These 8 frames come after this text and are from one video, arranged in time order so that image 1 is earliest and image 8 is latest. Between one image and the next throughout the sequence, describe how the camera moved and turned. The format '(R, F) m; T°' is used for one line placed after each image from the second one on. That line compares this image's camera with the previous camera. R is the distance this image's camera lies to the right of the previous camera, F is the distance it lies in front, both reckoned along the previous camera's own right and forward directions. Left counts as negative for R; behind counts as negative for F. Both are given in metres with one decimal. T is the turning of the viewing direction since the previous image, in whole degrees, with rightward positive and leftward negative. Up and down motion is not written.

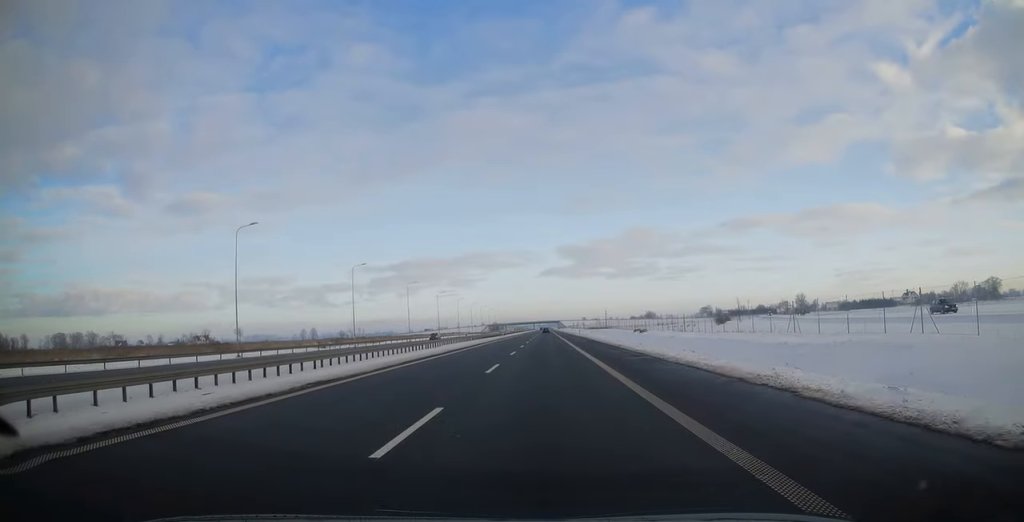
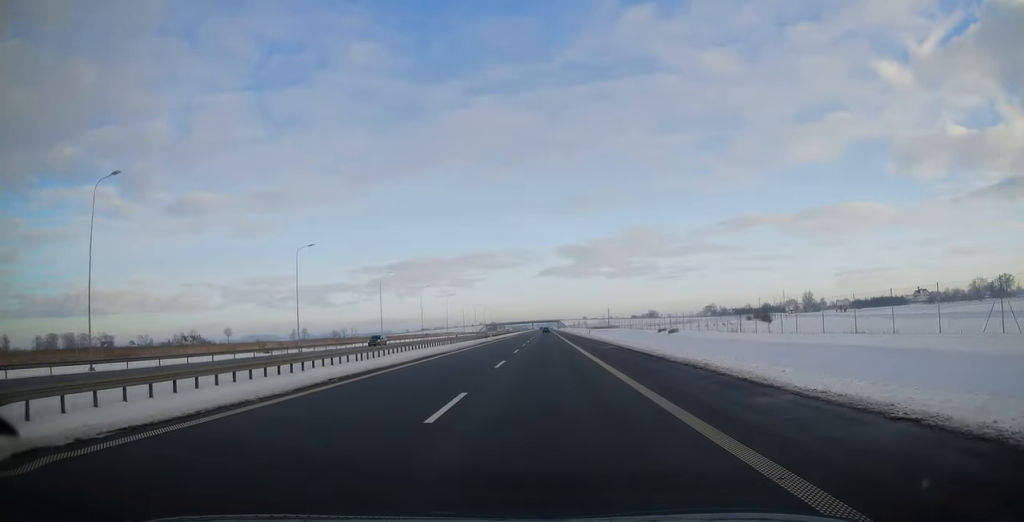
(-0.1, +21.3) m; 0°
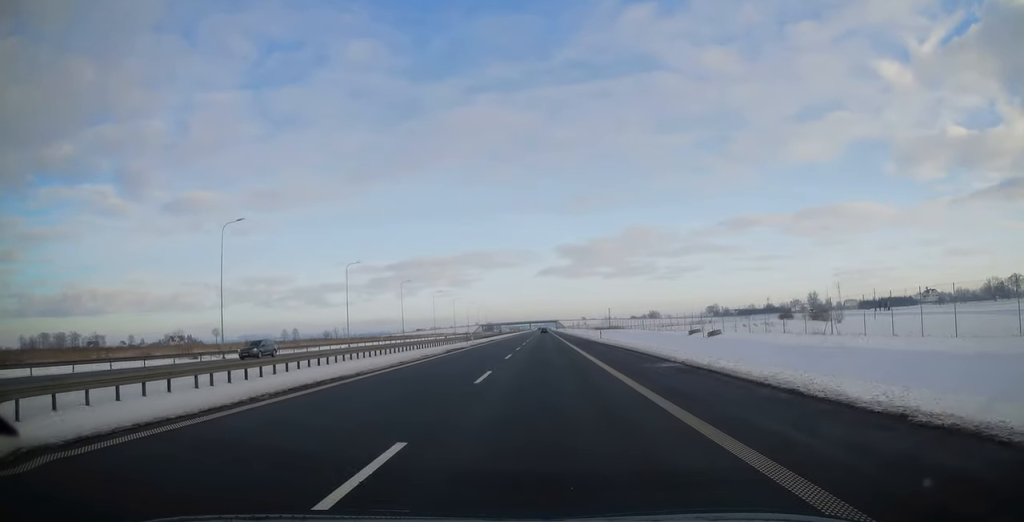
(-0.1, +17.6) m; 0°
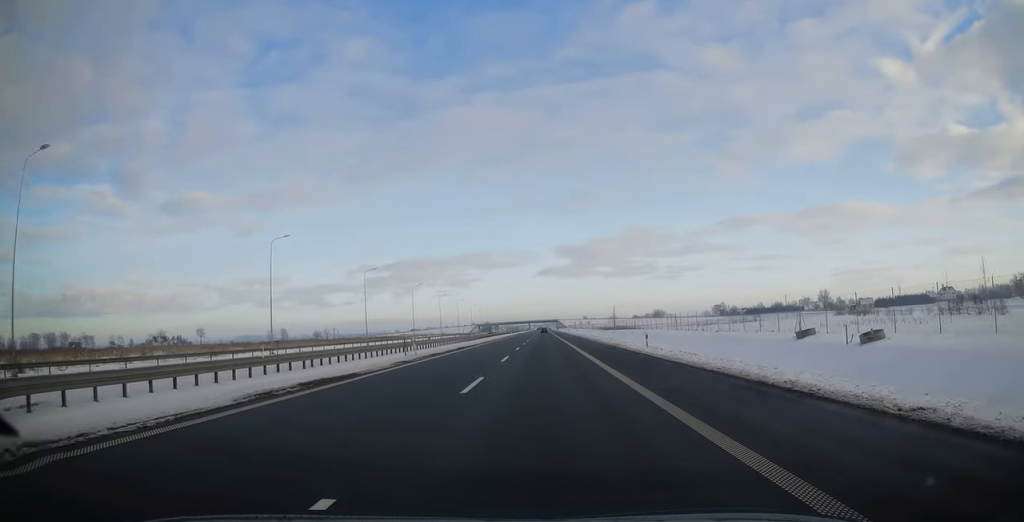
(0.0, +26.1) m; +1°
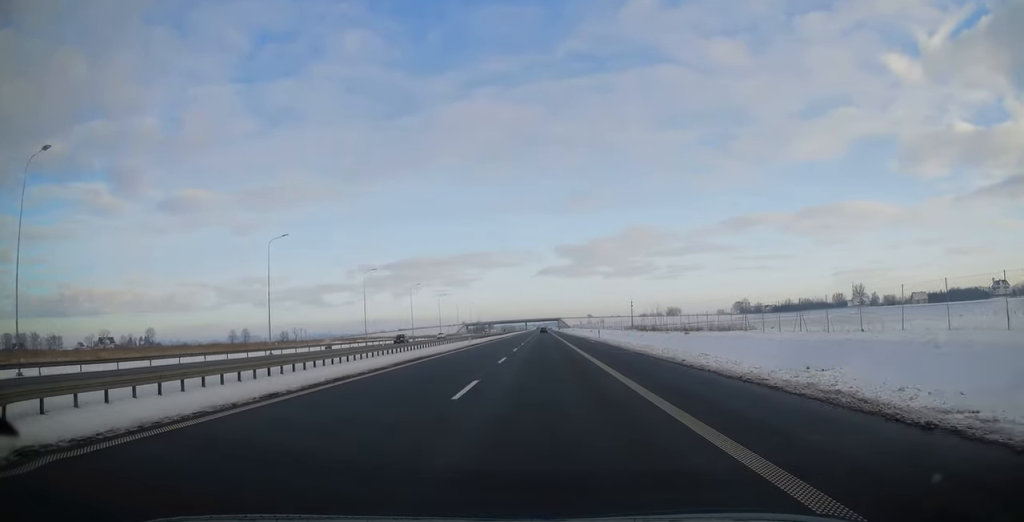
(+0.1, +72.4) m; 0°
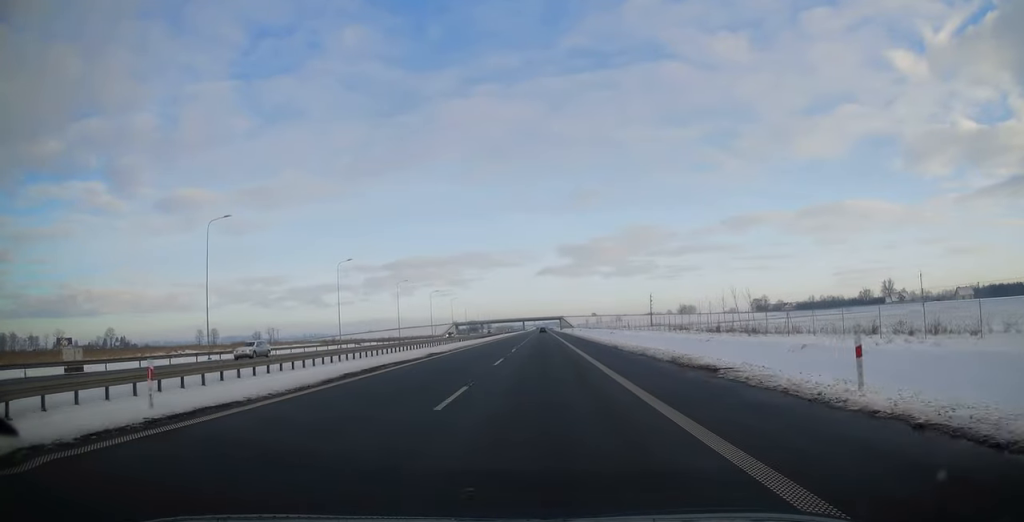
(+0.3, +49.0) m; 0°
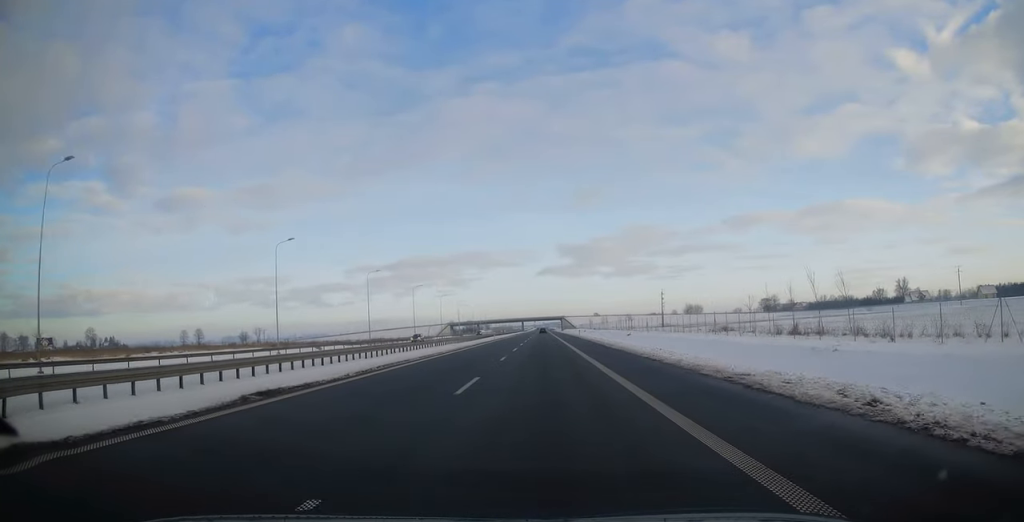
(0.0, +21.3) m; 0°
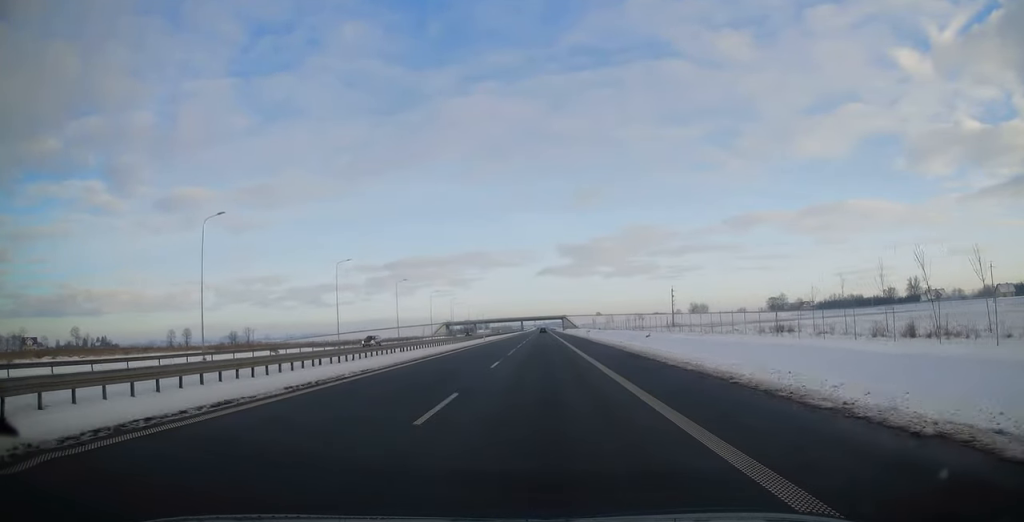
(-0.1, +16.0) m; 0°
